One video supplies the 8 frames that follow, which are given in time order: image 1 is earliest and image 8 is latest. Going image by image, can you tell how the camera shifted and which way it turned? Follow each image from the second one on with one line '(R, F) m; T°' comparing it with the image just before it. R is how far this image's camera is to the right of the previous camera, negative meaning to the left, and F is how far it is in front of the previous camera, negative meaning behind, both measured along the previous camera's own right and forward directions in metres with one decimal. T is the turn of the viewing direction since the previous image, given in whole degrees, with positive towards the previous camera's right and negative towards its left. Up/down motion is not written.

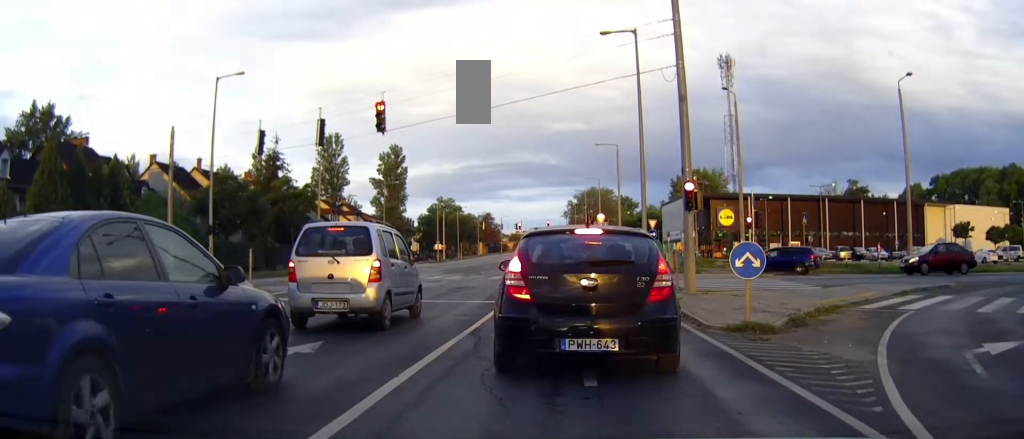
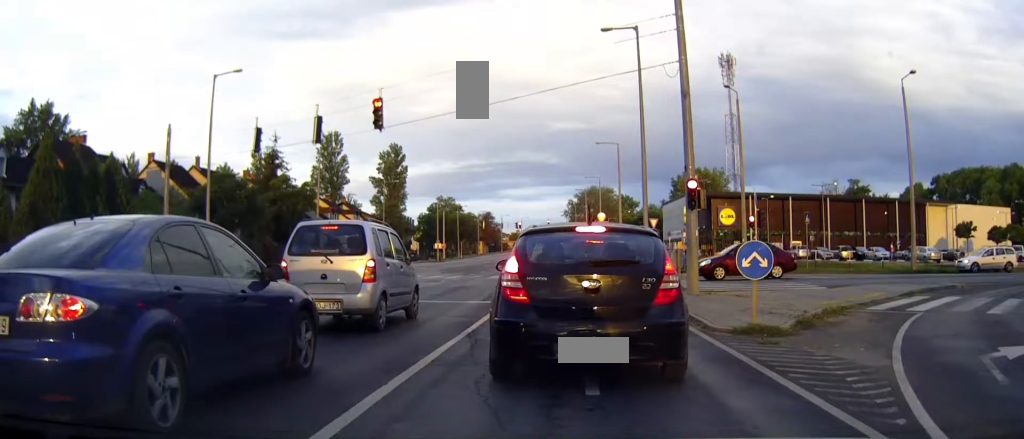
(-0.1, +0.5) m; 0°
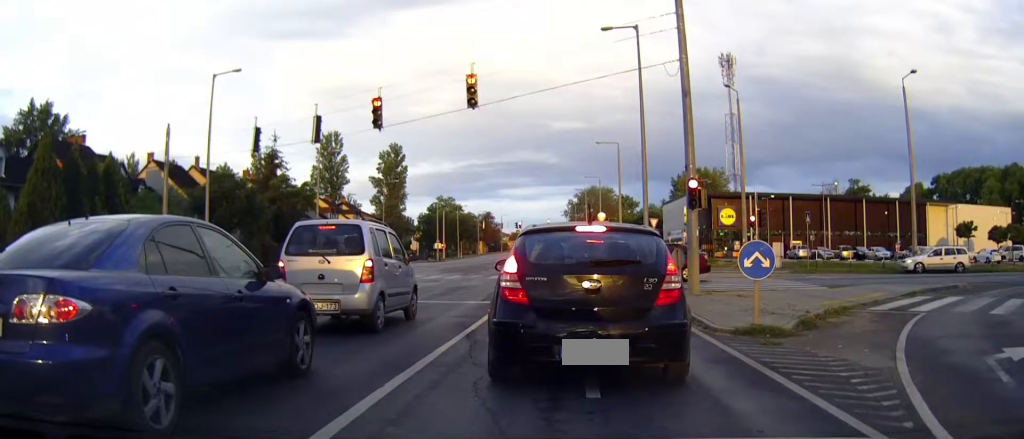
(0.0, +0.2) m; 0°
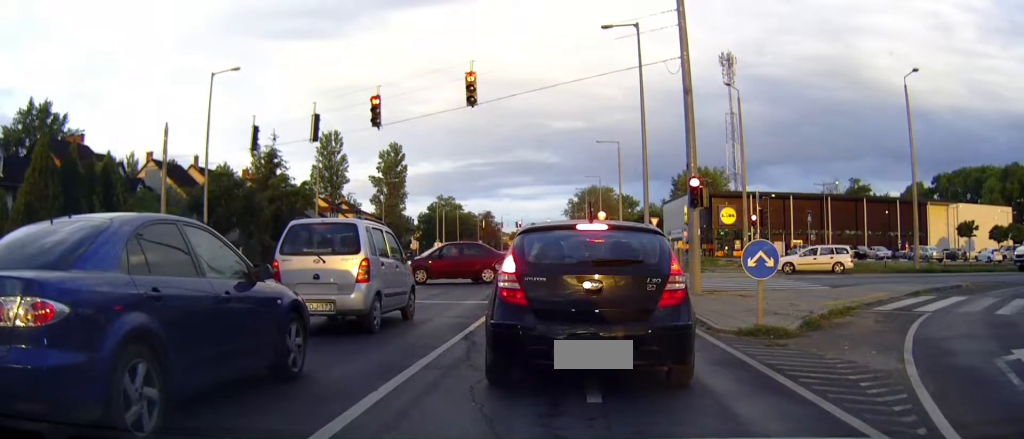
(0.0, +0.2) m; 0°
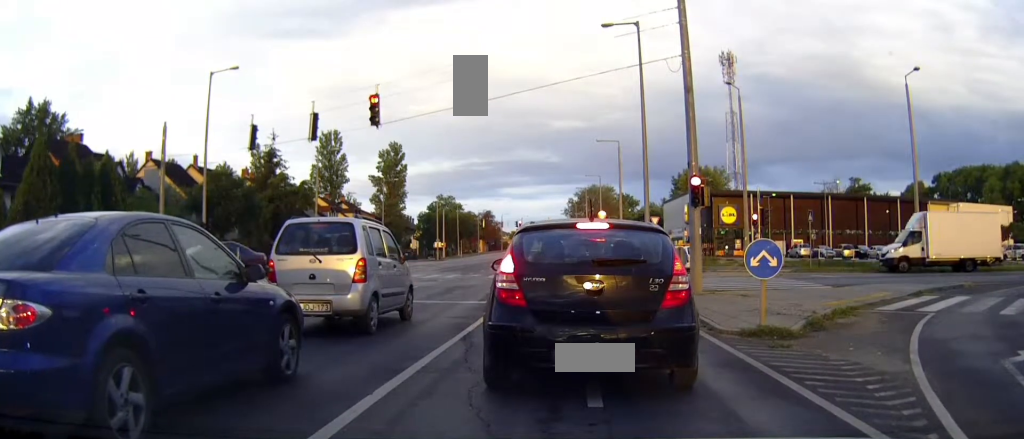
(0.0, 0.0) m; 0°
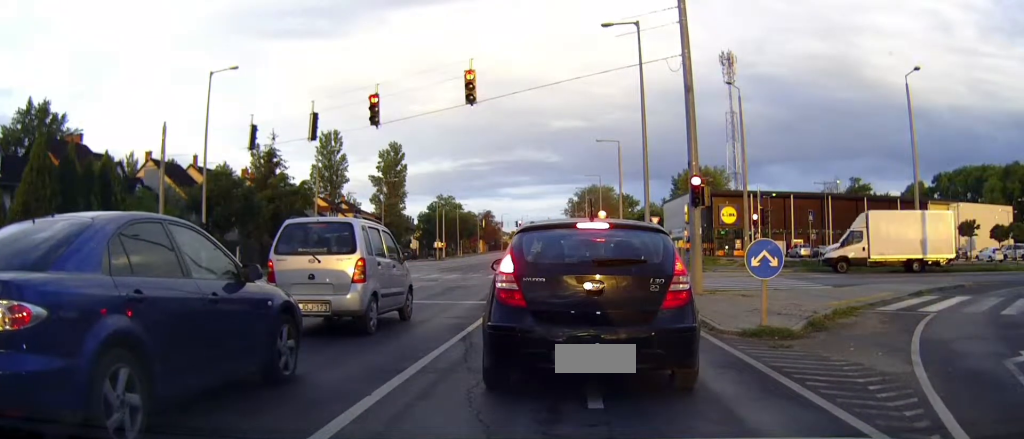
(0.0, 0.0) m; 0°
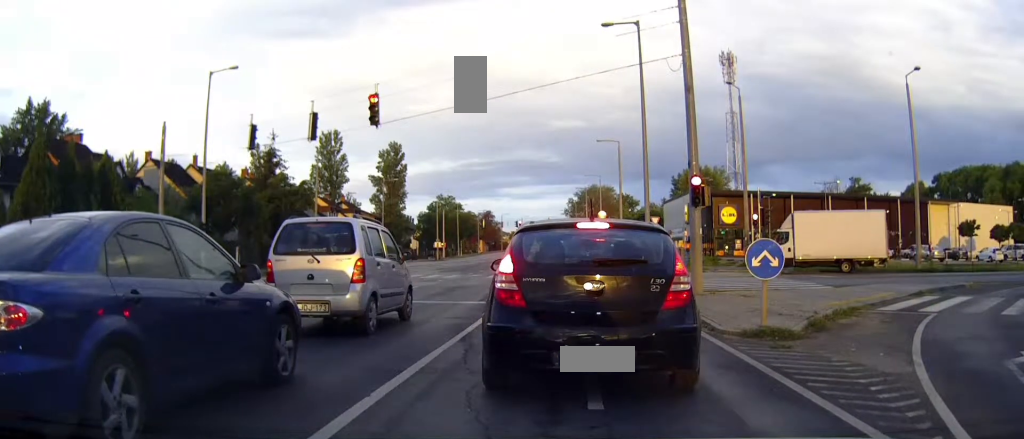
(0.0, 0.0) m; 0°
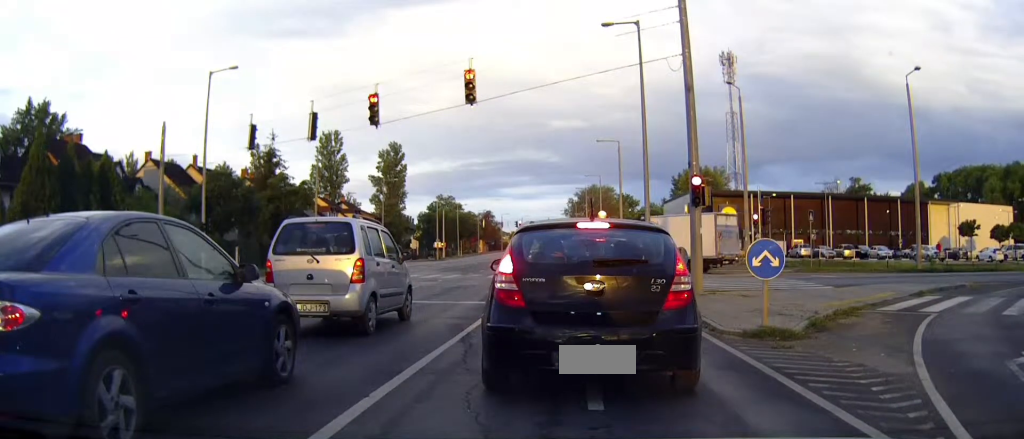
(0.0, 0.0) m; 0°
